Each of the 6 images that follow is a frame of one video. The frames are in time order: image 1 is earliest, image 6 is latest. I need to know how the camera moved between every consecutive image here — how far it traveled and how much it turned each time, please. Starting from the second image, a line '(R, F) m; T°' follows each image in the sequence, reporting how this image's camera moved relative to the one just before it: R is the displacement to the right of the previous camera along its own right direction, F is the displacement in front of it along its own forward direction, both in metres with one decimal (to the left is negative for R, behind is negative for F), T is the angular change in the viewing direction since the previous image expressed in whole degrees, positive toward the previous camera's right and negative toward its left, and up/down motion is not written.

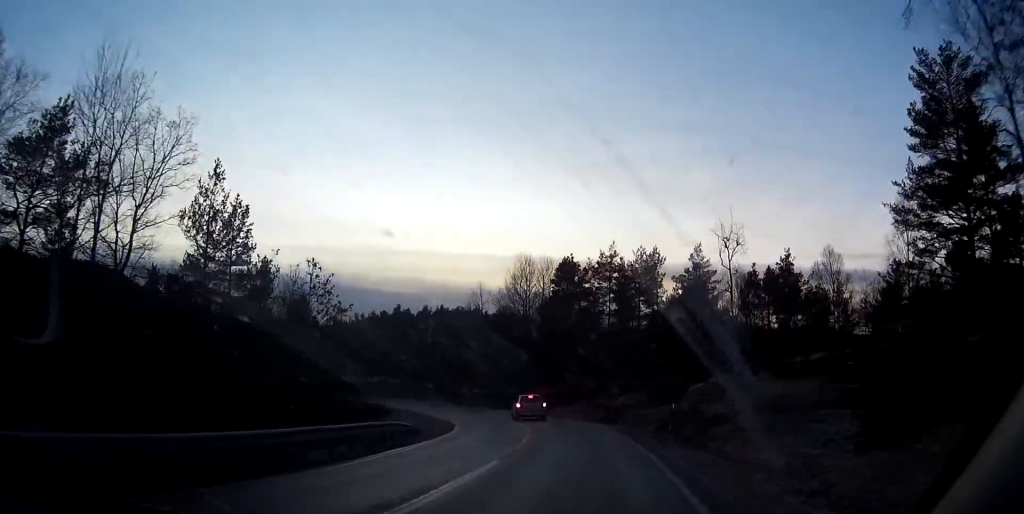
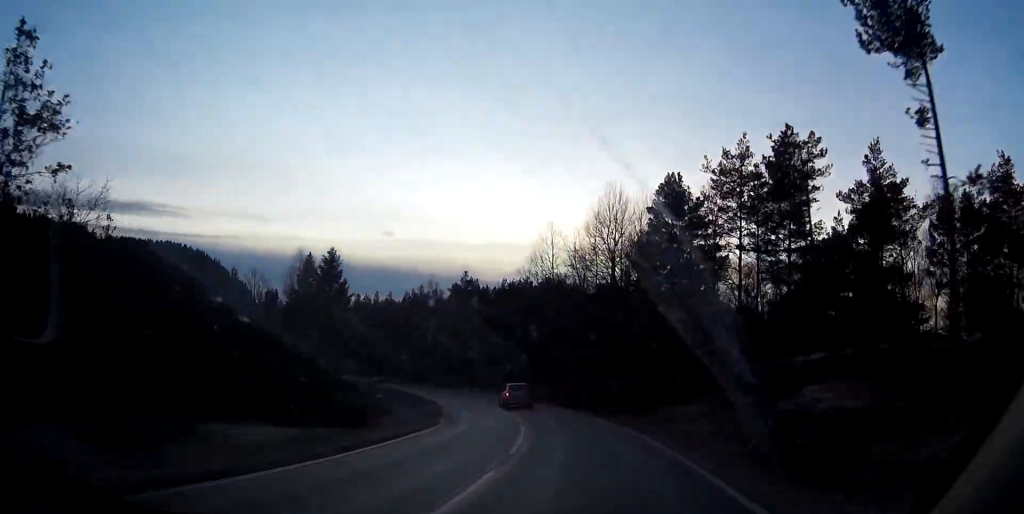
(-1.8, +26.8) m; -9°
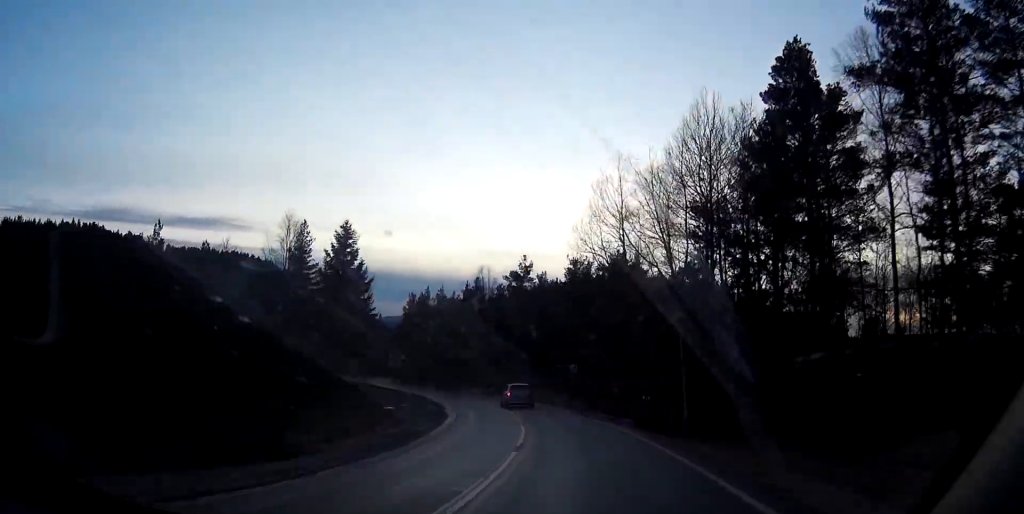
(-1.1, +19.7) m; -5°
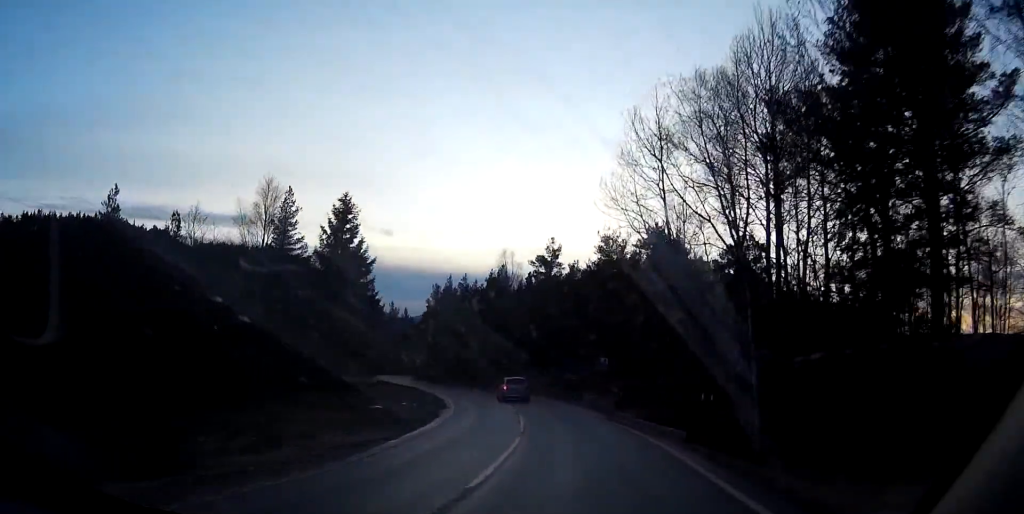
(+0.1, +9.1) m; -2°
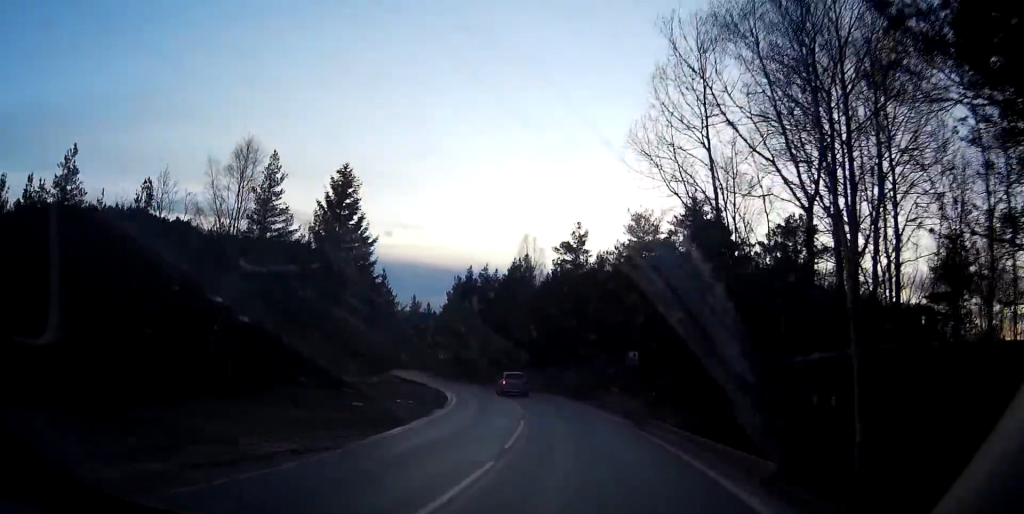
(-0.3, +7.0) m; -4°
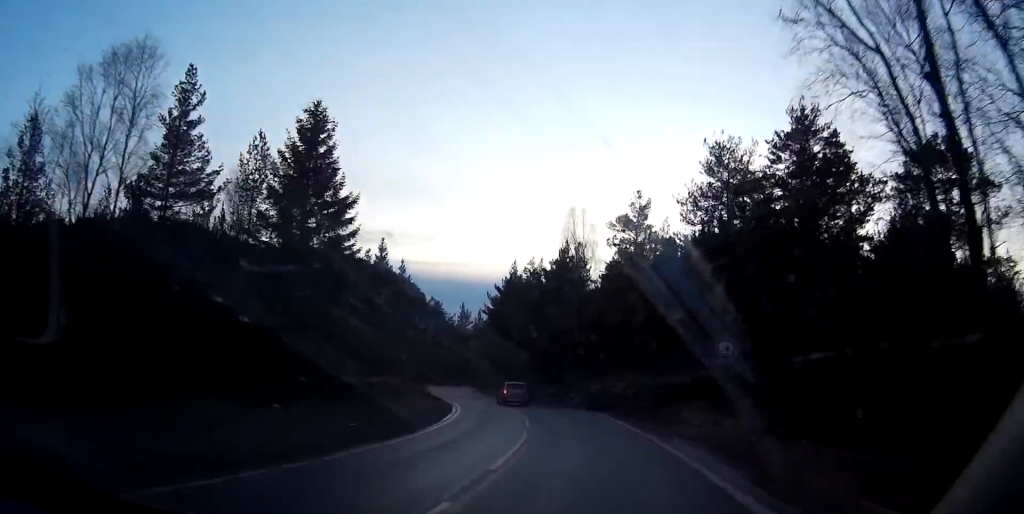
(-1.2, +15.5) m; -9°
